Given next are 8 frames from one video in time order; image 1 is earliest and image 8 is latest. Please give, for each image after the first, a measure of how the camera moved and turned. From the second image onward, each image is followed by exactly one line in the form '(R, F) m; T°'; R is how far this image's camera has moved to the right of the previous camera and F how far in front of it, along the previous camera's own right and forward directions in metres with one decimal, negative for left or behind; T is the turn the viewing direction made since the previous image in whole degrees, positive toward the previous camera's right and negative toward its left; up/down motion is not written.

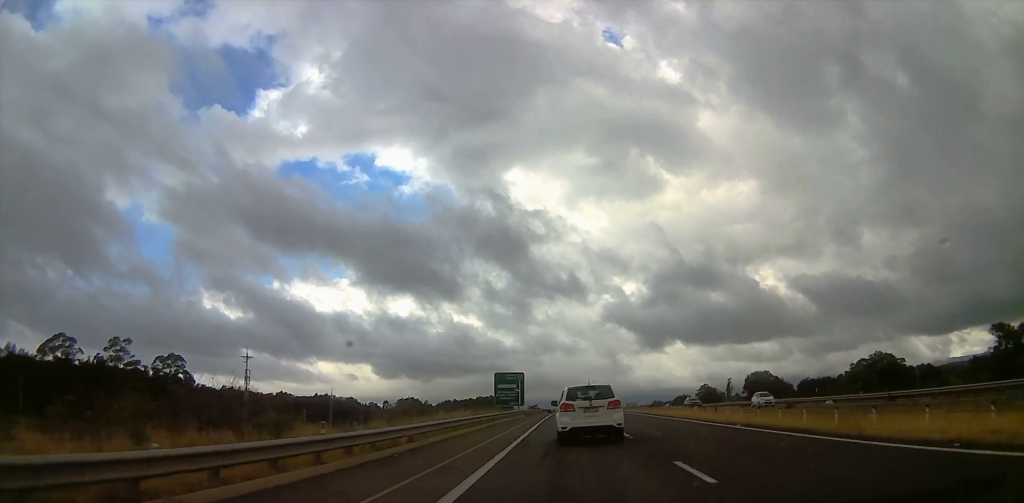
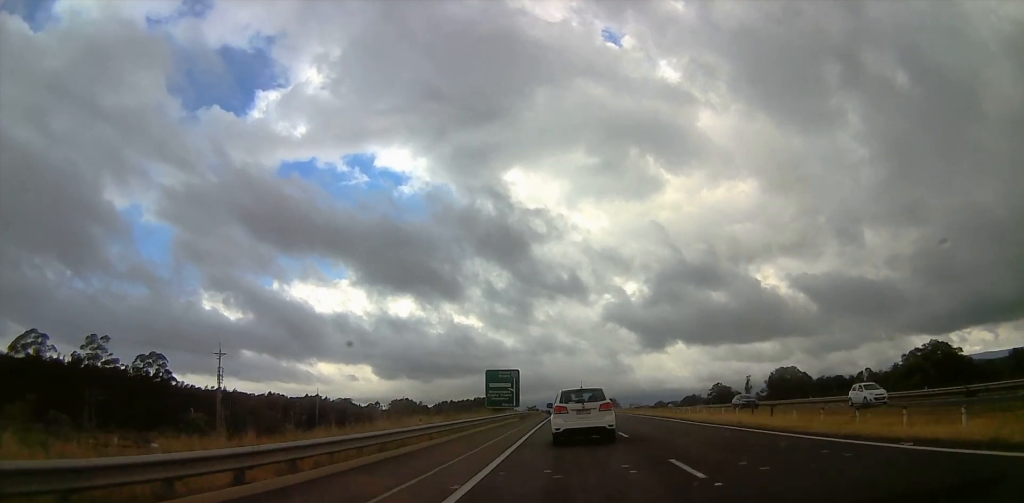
(0.0, +11.6) m; 0°
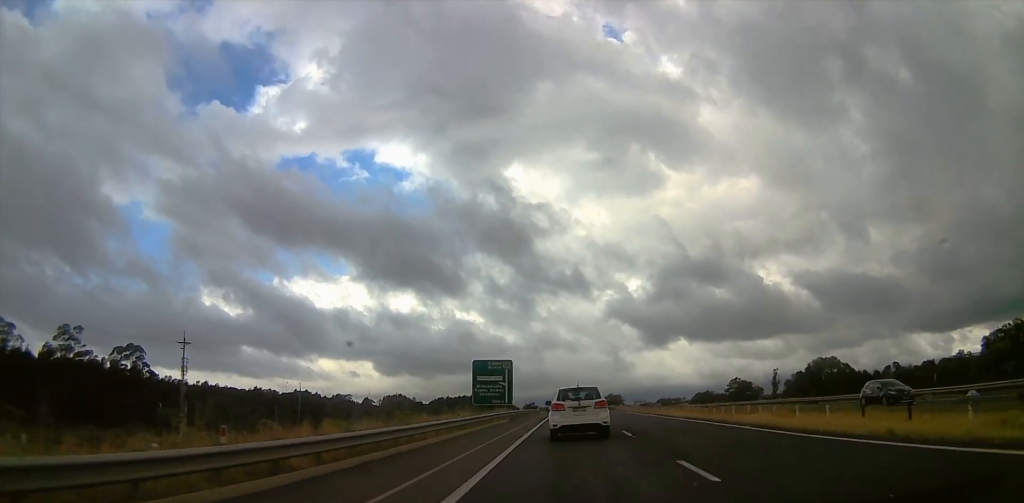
(+0.3, +12.6) m; +1°
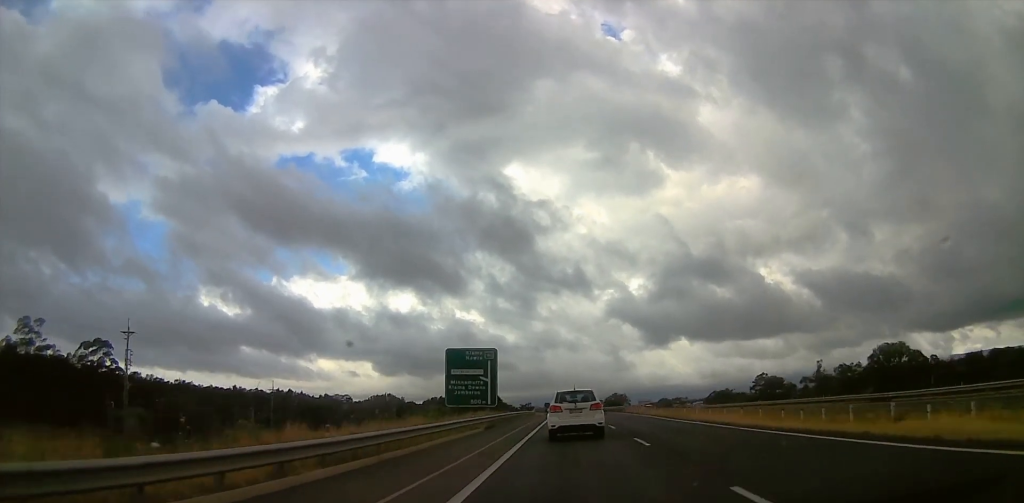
(+0.1, +16.3) m; +1°
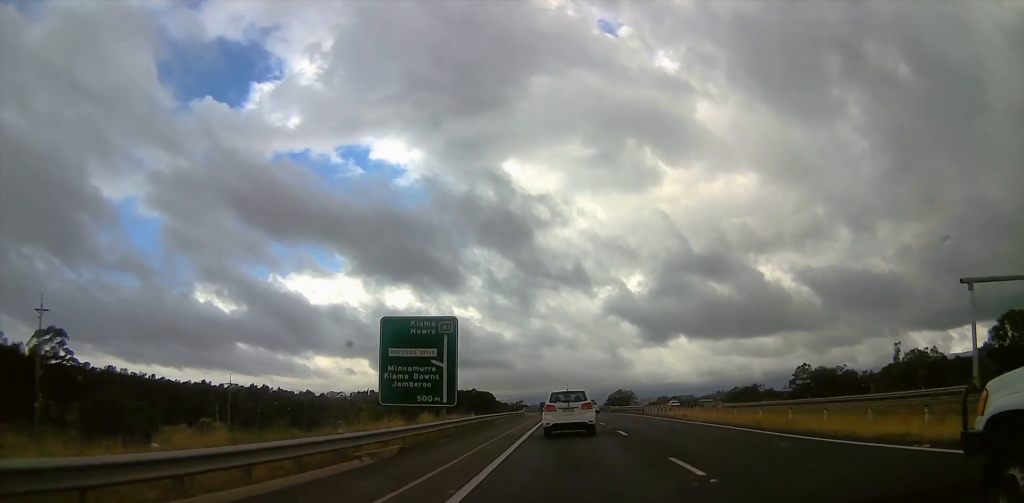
(+0.1, +19.1) m; +1°
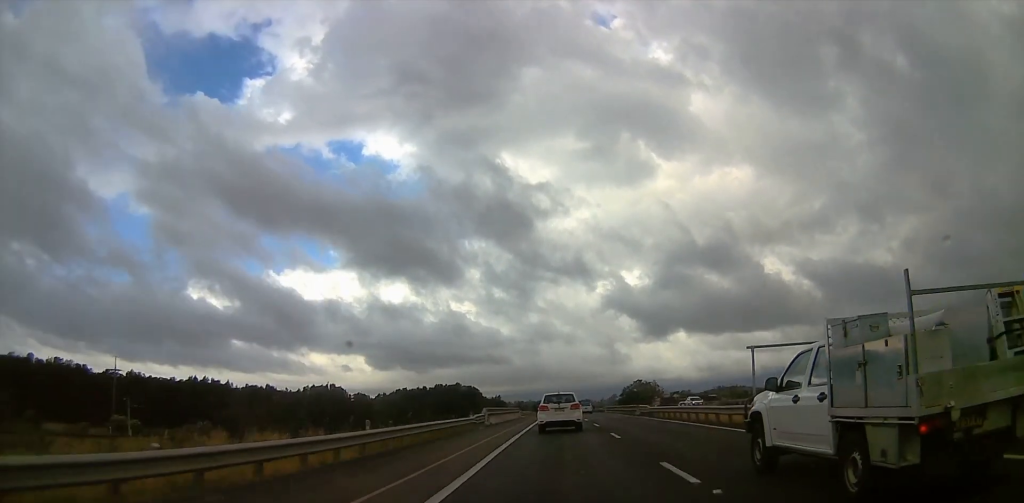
(0.0, +36.8) m; -2°
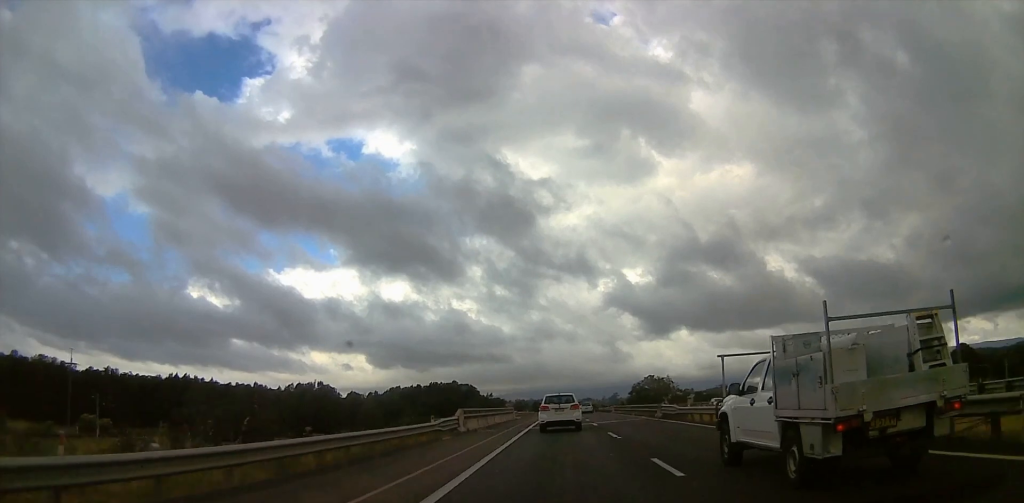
(-0.1, +11.3) m; -1°
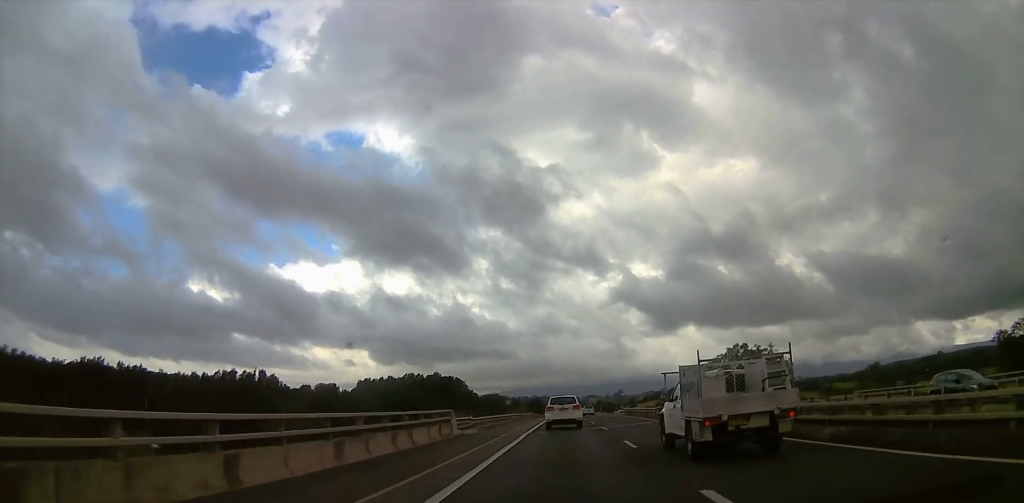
(-0.6, +39.5) m; -1°
